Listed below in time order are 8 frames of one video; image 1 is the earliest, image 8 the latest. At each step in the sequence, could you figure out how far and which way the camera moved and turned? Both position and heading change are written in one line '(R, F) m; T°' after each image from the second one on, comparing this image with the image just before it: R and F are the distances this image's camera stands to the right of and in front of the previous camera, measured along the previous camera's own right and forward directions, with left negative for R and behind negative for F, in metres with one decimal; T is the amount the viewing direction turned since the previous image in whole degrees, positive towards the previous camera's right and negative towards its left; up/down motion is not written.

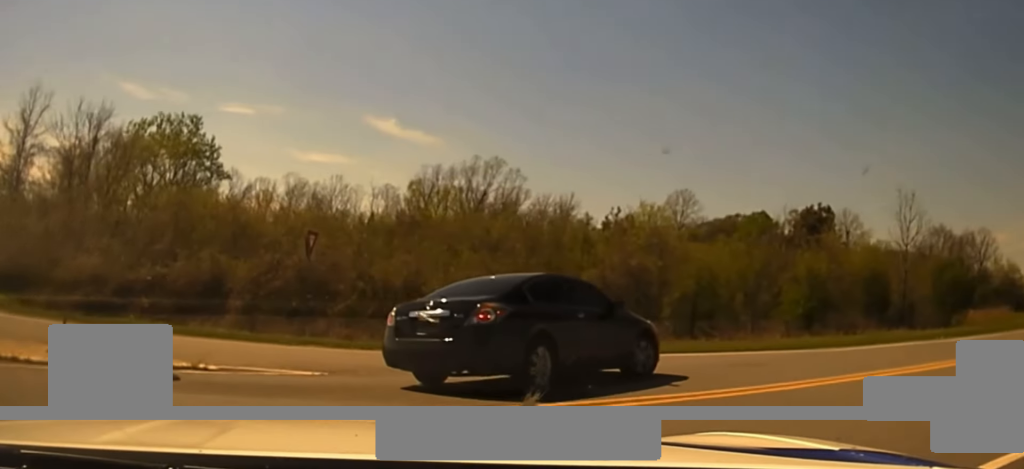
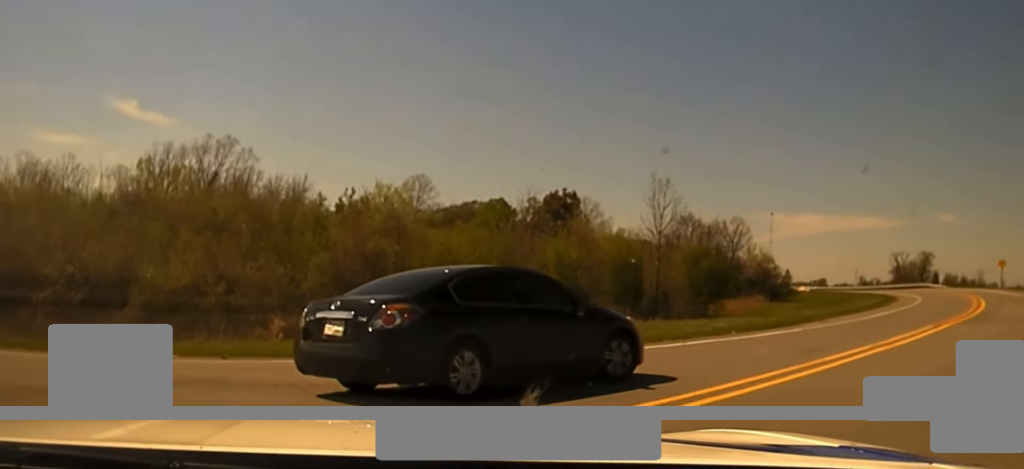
(+1.3, +4.6) m; +17°
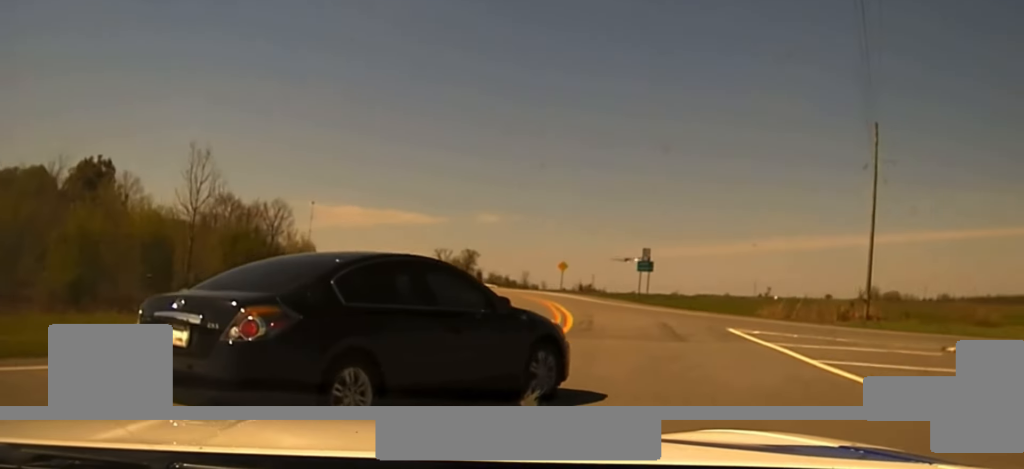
(+1.0, +5.4) m; +26°
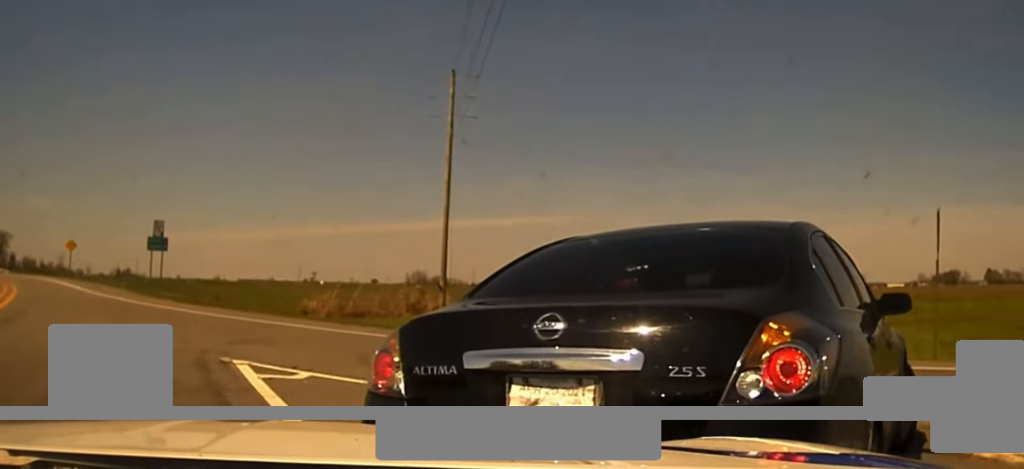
(+5.2, +9.4) m; +43°
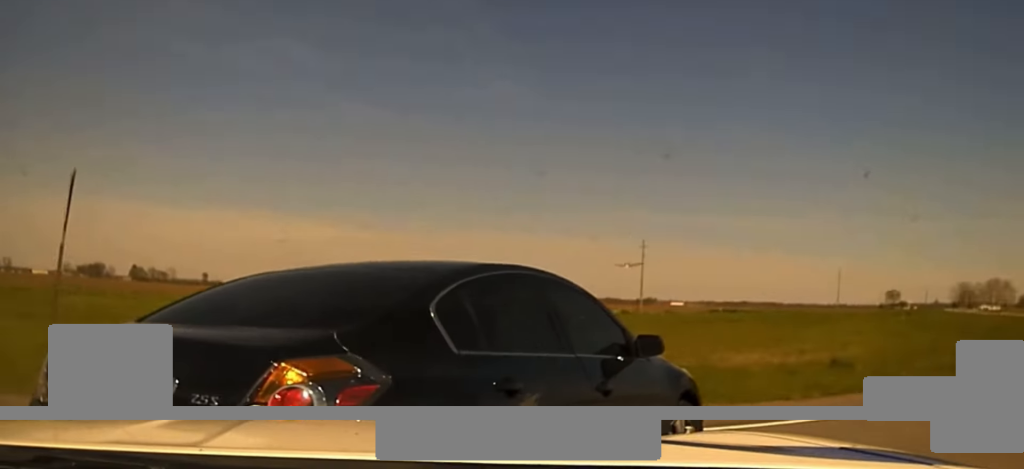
(+1.9, +7.5) m; +51°
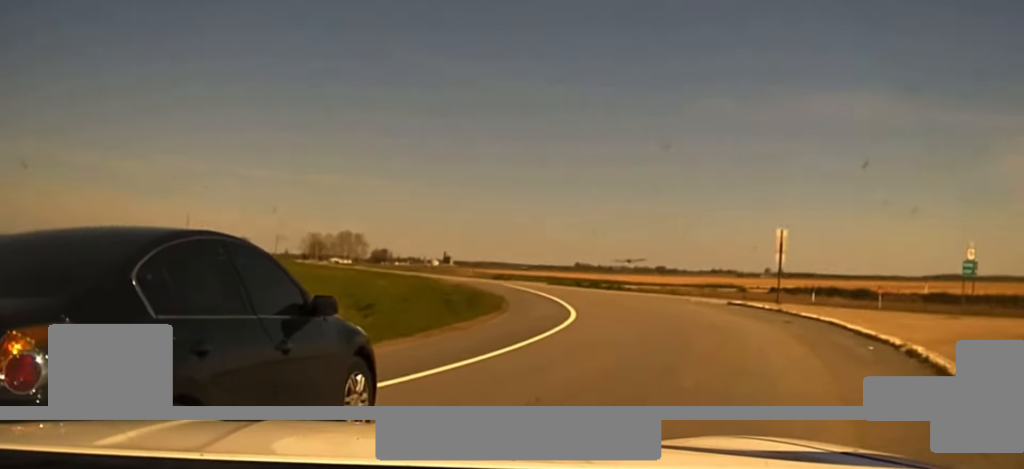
(+2.7, +4.5) m; +33°
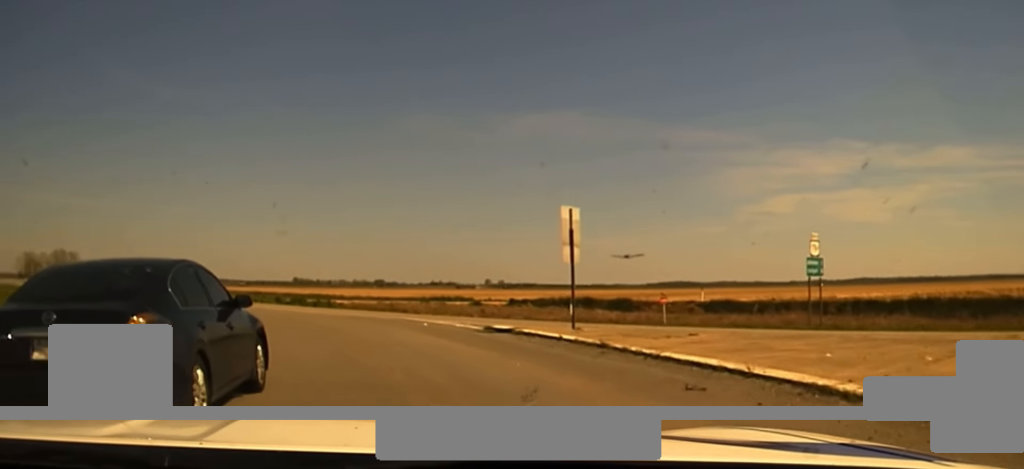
(+3.3, +9.9) m; +24°
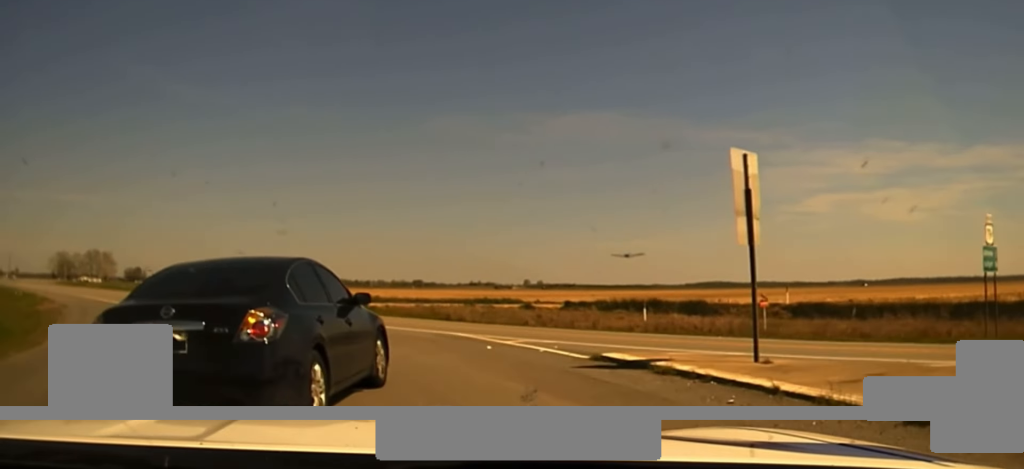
(+0.2, +6.1) m; +1°
